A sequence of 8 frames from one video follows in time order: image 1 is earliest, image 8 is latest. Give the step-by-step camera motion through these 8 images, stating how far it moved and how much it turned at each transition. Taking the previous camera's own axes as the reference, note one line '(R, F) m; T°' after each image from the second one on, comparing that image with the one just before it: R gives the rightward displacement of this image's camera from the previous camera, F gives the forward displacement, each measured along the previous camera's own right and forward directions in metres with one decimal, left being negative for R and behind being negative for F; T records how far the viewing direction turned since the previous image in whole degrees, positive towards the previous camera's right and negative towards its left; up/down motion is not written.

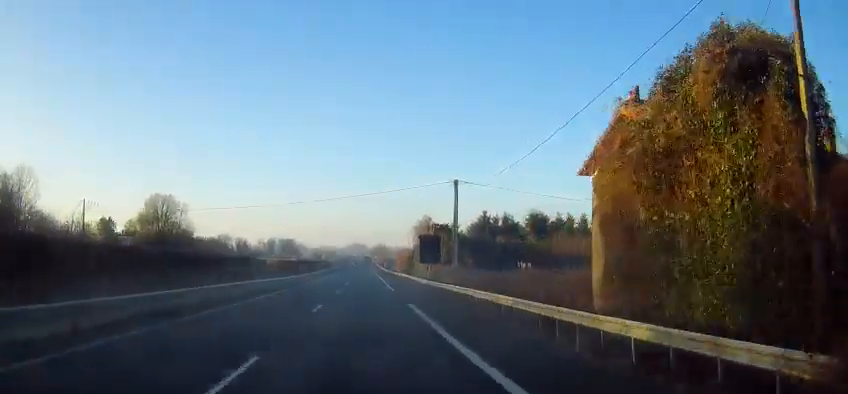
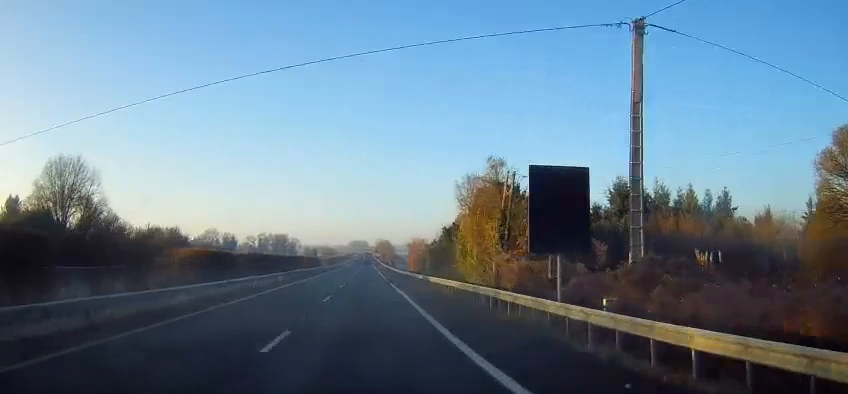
(-0.2, +35.3) m; -1°
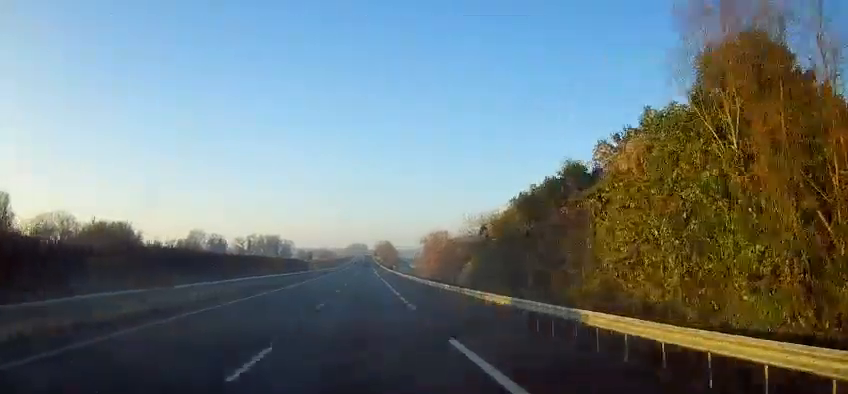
(-0.1, +28.4) m; 0°
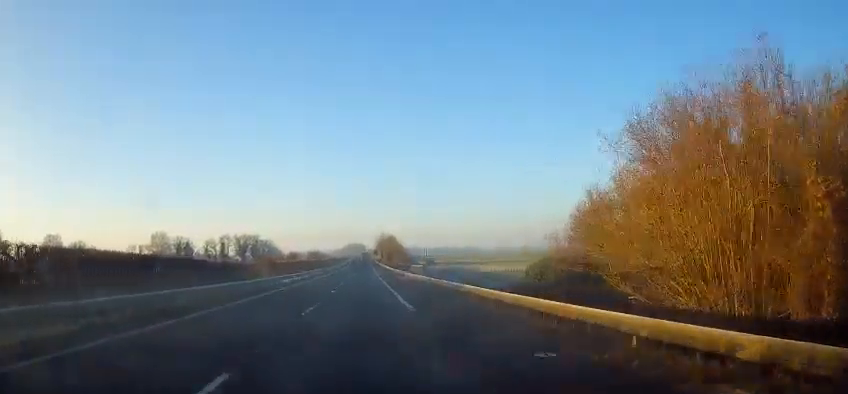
(+0.1, +54.8) m; 0°
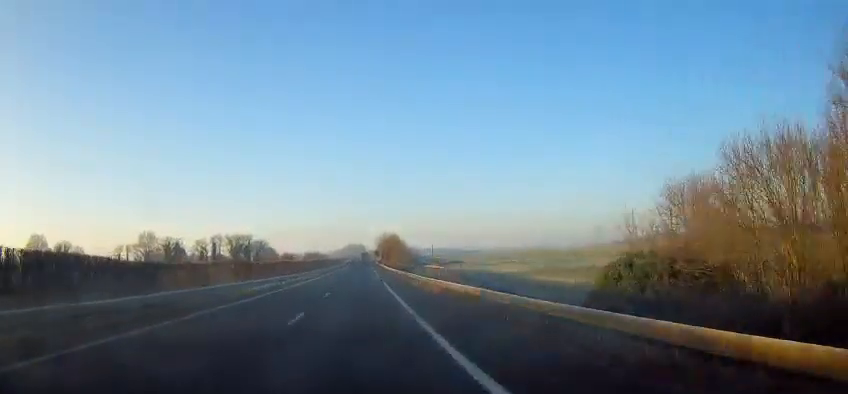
(0.0, +15.5) m; 0°
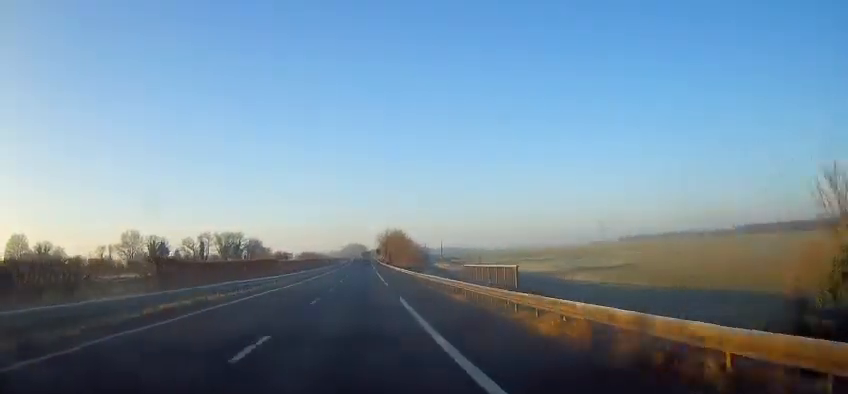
(+0.2, +19.4) m; 0°
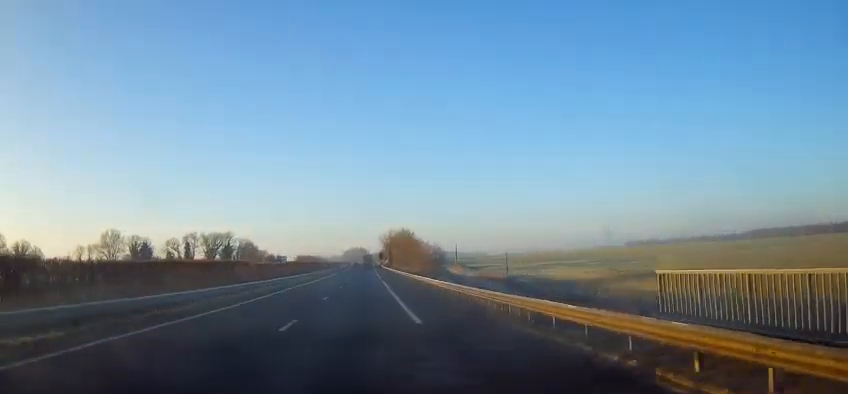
(-0.1, +21.2) m; 0°
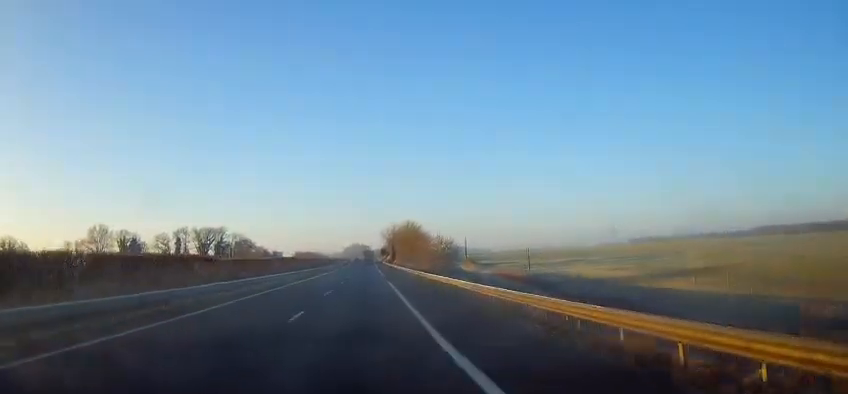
(-0.1, +11.6) m; 0°
